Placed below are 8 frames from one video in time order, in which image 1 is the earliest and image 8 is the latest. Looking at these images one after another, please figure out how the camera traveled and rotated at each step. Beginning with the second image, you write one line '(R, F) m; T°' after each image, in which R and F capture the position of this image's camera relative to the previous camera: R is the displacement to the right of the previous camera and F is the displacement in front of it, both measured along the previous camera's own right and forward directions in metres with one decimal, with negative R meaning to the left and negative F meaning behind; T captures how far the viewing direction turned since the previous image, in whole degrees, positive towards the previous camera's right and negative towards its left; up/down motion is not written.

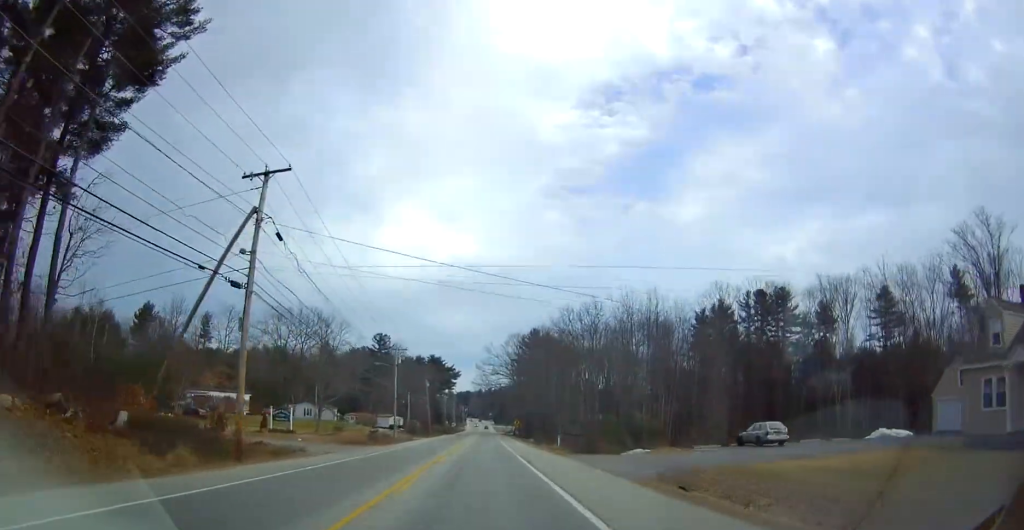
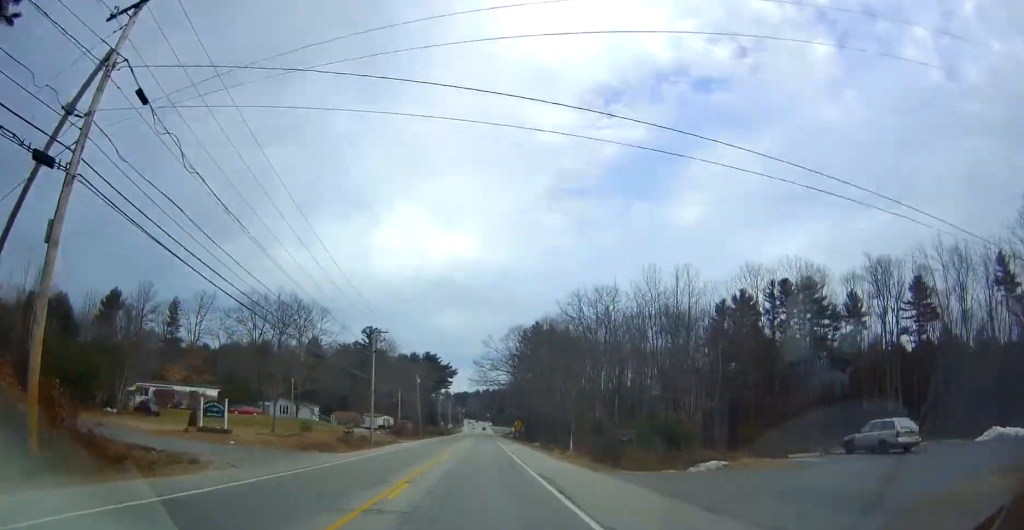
(+0.2, +12.4) m; 0°
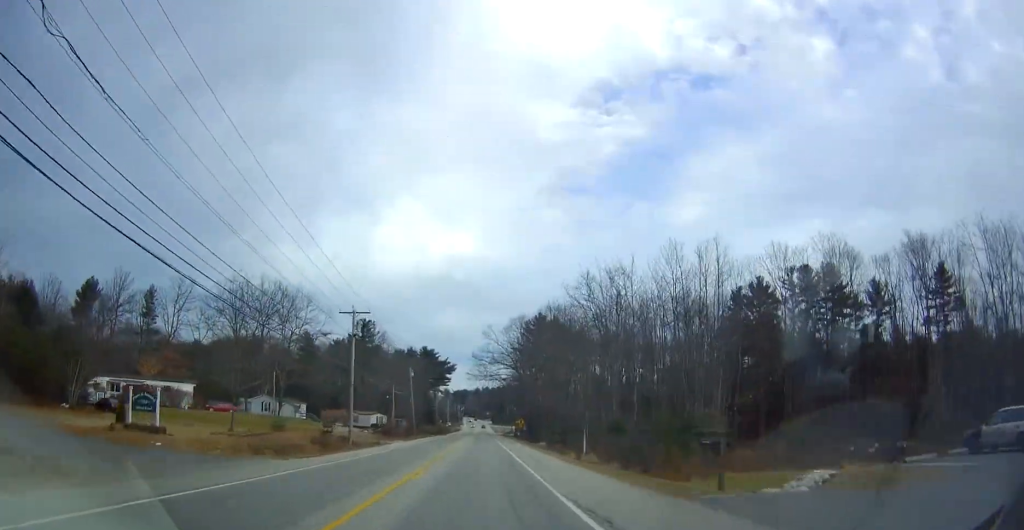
(+0.3, +8.2) m; 0°
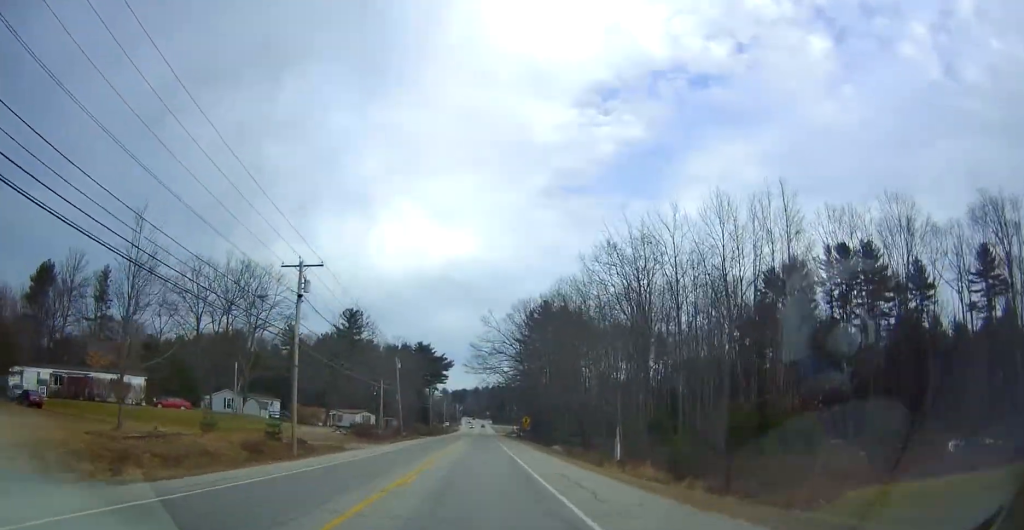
(-0.3, +13.7) m; -1°
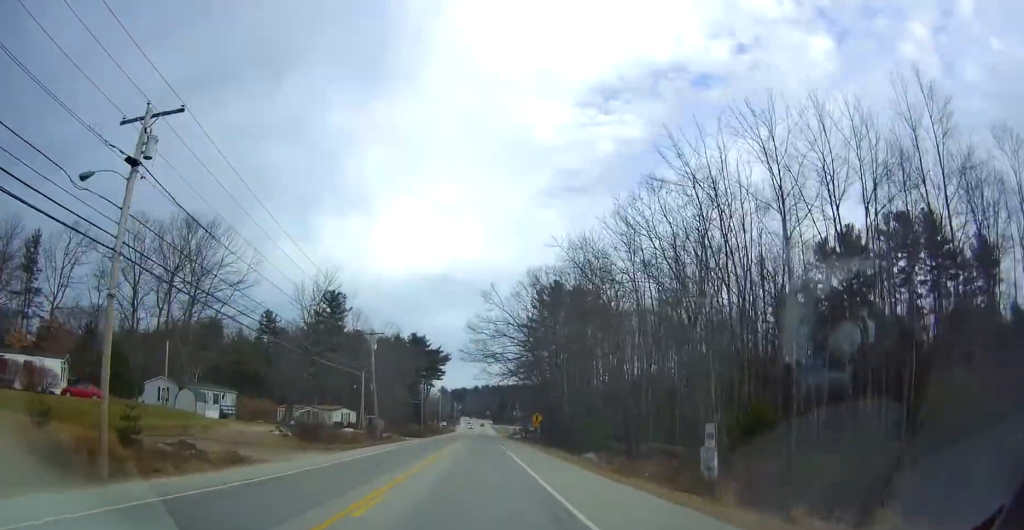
(-0.2, +17.2) m; 0°
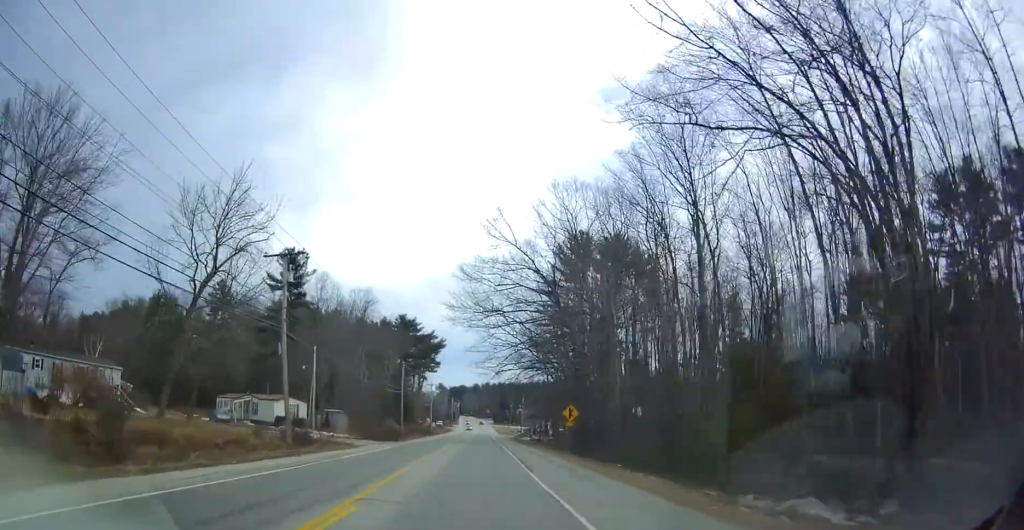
(+0.6, +27.1) m; +2°
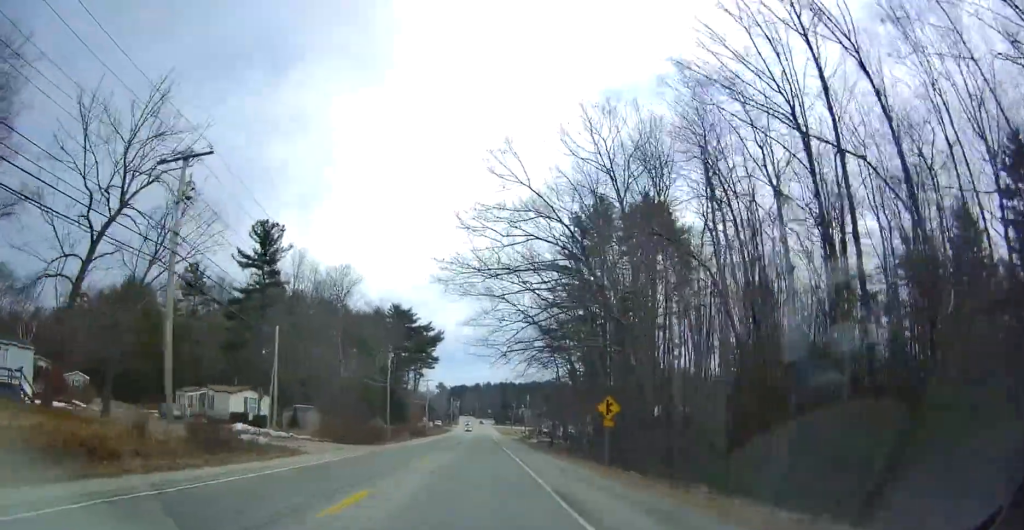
(0.0, +12.7) m; -1°
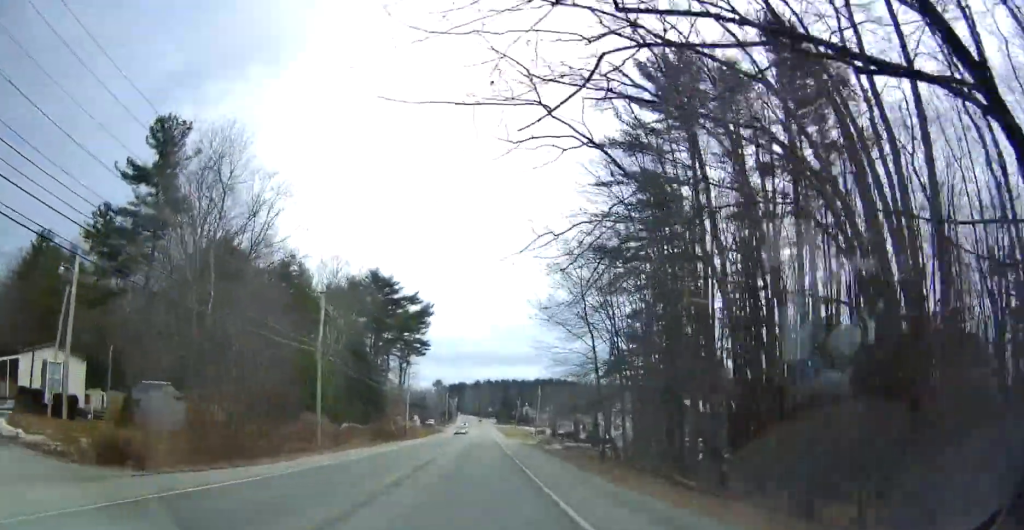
(-0.7, +29.2) m; -2°
